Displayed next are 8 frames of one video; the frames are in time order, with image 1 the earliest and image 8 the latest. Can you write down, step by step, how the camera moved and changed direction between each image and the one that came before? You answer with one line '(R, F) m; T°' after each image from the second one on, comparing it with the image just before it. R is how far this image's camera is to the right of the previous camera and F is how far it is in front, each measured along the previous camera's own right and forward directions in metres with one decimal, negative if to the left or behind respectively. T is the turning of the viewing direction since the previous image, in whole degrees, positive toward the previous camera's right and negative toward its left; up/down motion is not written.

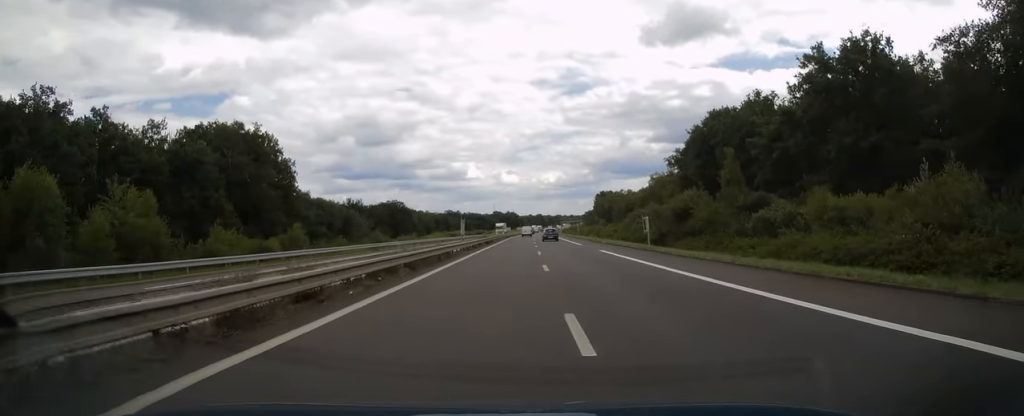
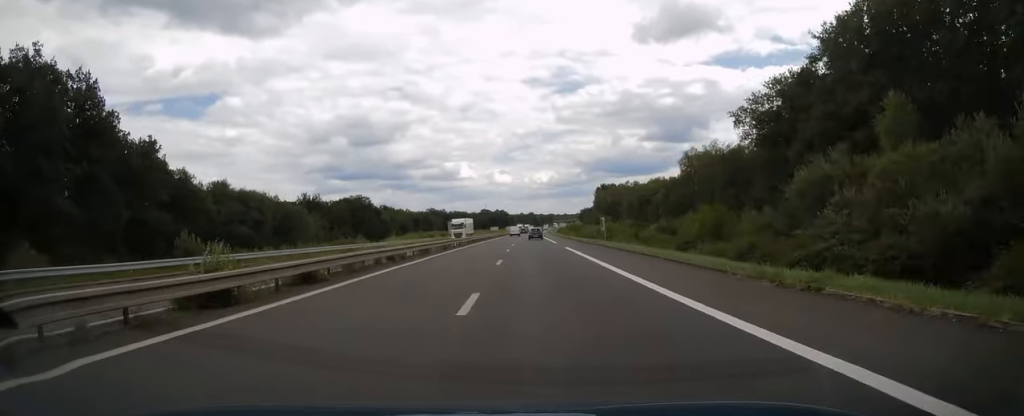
(+0.5, +48.6) m; +1°
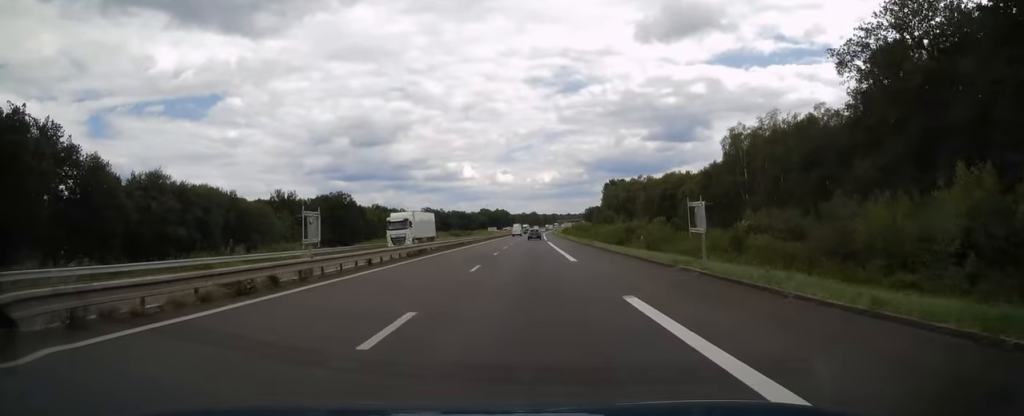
(0.0, +28.9) m; 0°
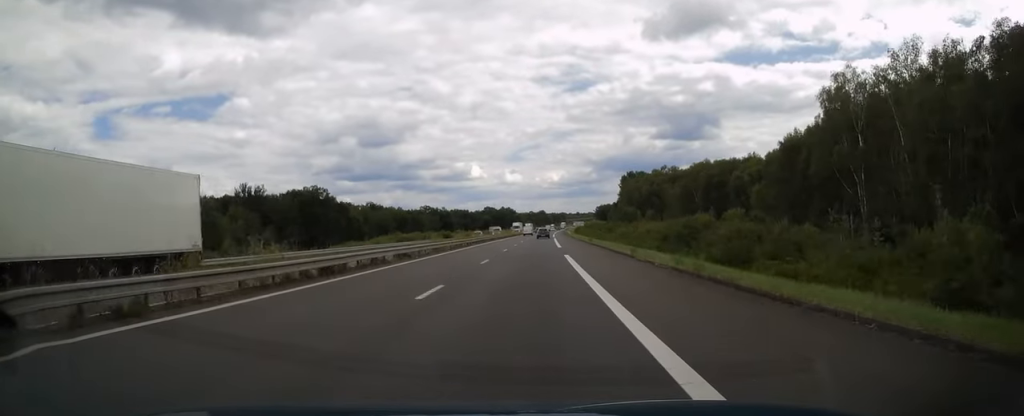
(0.0, +33.9) m; 0°
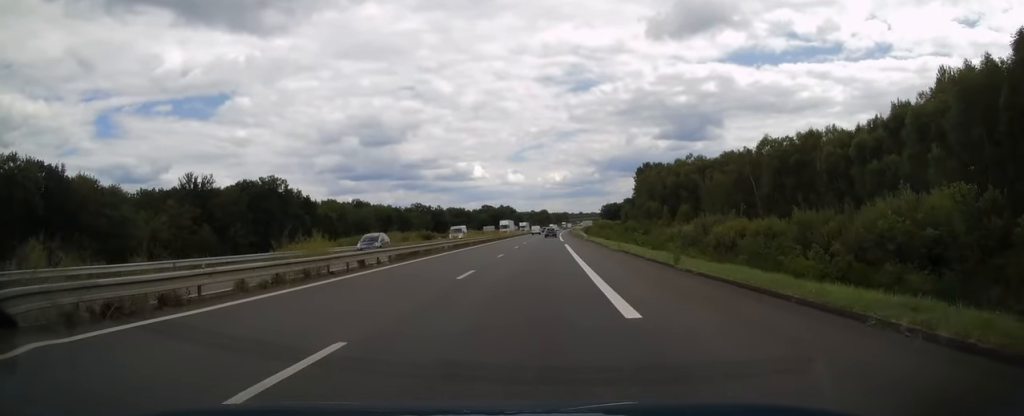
(-0.2, +34.3) m; 0°
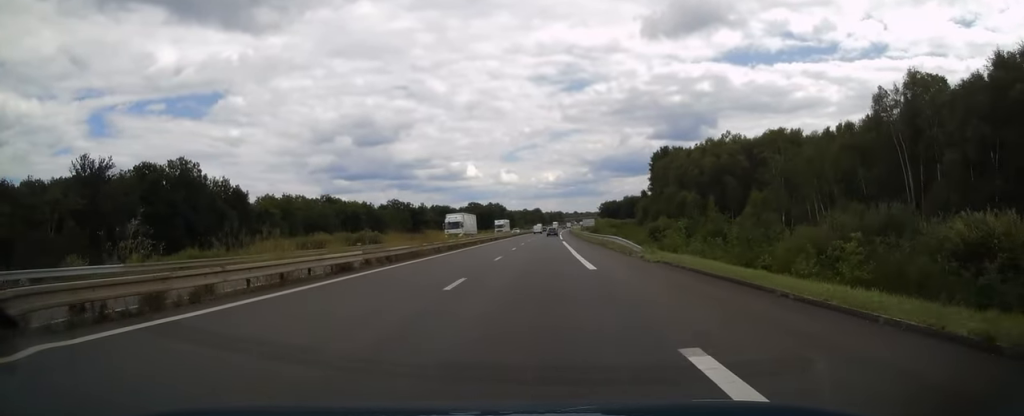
(+0.1, +42.3) m; 0°
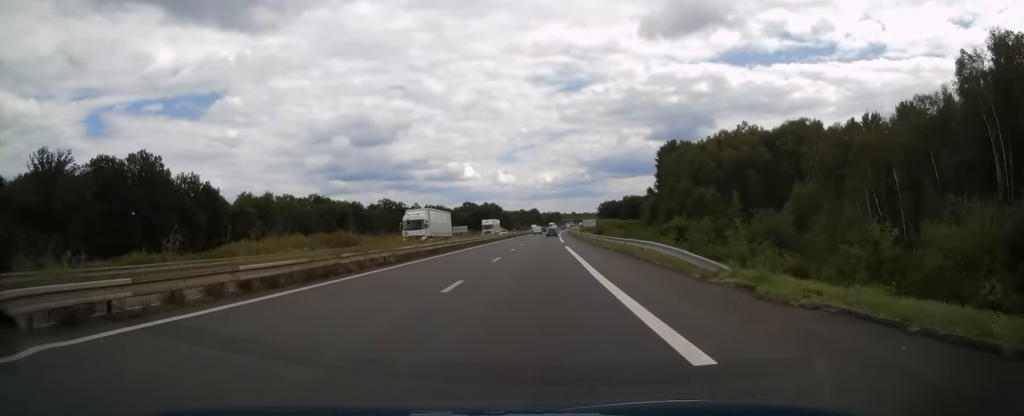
(0.0, +13.3) m; 0°
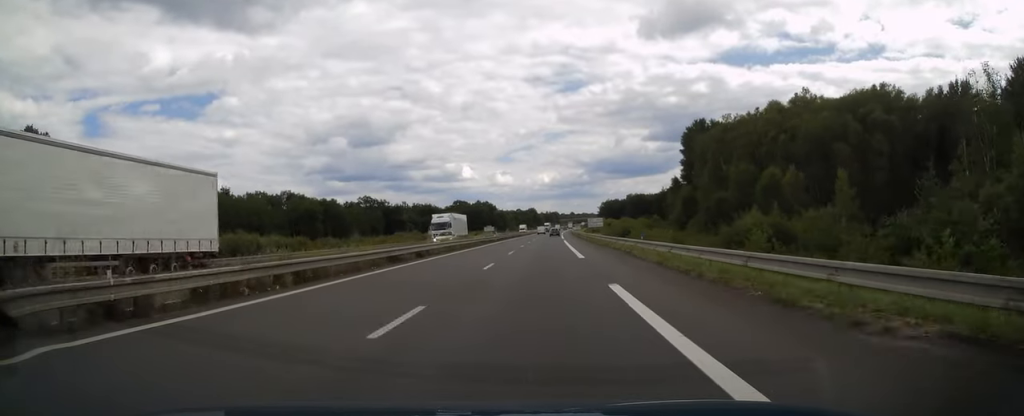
(0.0, +31.4) m; +1°
